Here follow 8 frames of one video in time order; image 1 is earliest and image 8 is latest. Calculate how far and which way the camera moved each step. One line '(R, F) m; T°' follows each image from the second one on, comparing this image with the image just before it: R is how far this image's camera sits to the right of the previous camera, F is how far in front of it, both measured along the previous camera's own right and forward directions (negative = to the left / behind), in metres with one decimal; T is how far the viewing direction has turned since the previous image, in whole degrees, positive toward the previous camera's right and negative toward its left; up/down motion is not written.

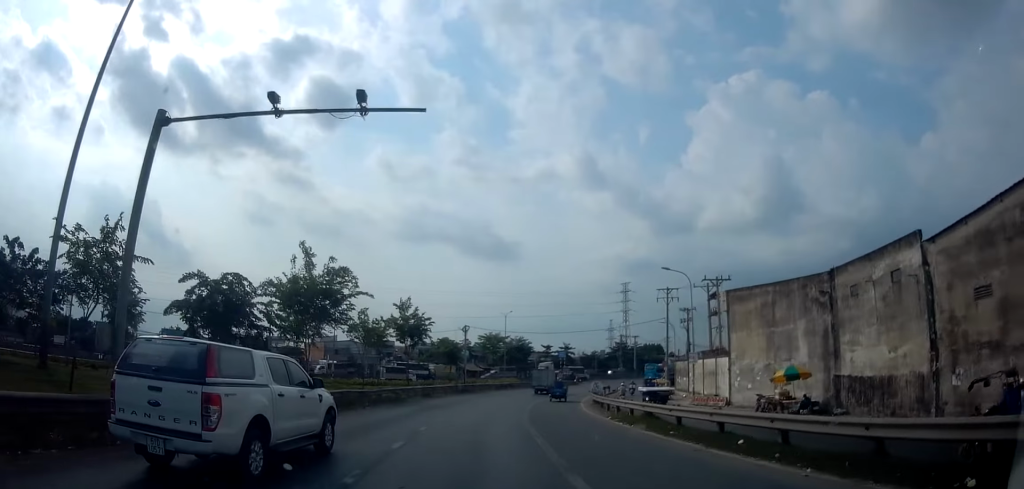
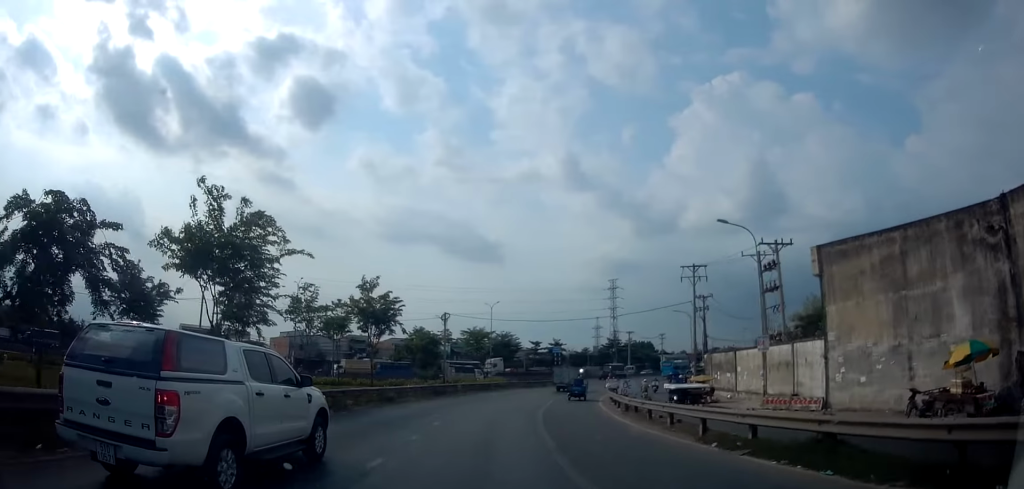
(+0.4, +10.7) m; +1°
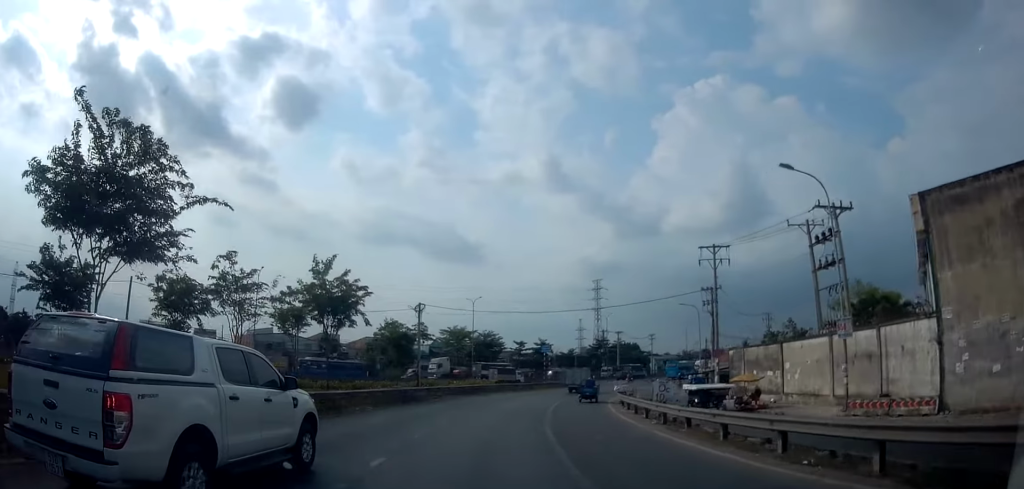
(0.0, +7.8) m; +2°
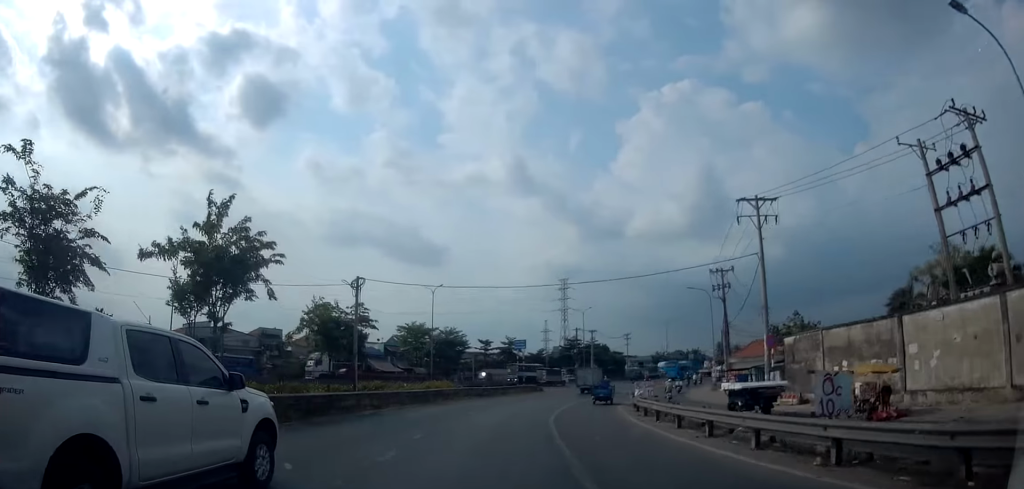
(+0.1, +11.0) m; +5°
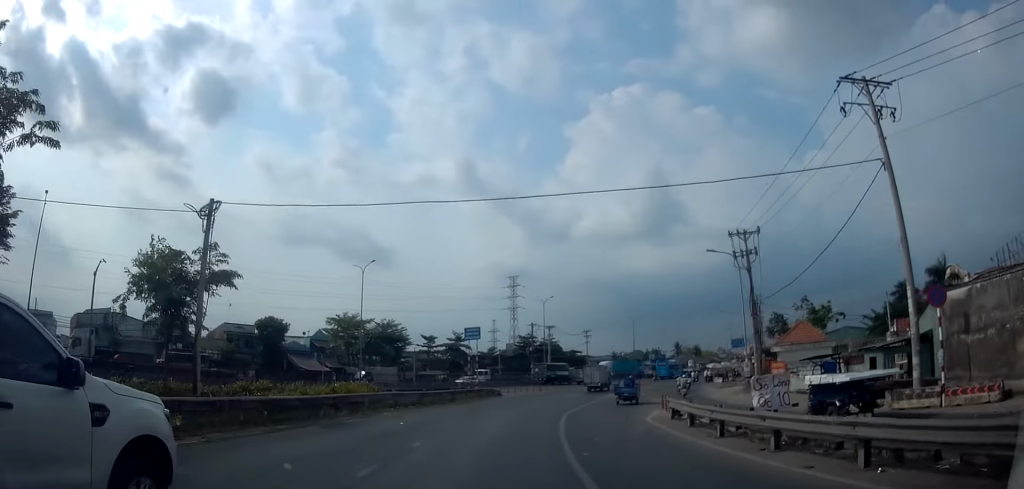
(+1.0, +13.8) m; +4°
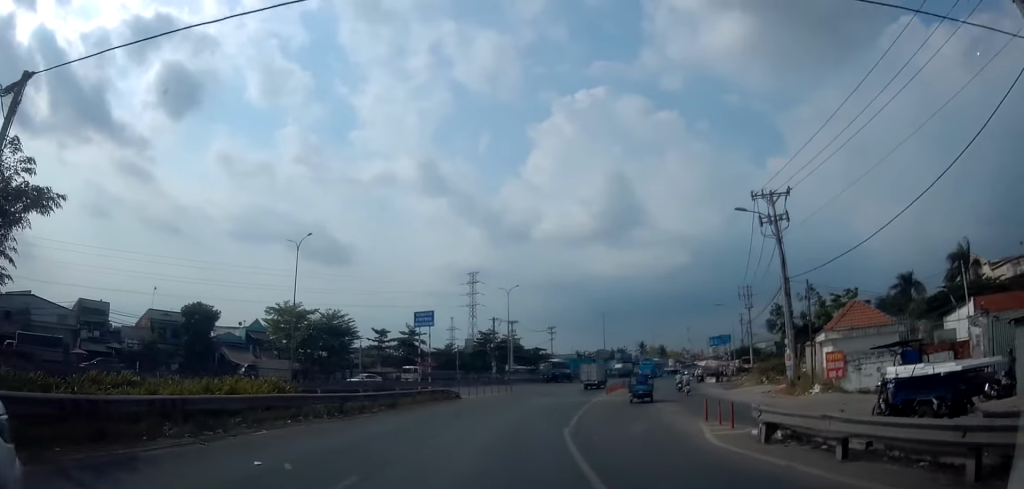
(-0.2, +9.0) m; +3°
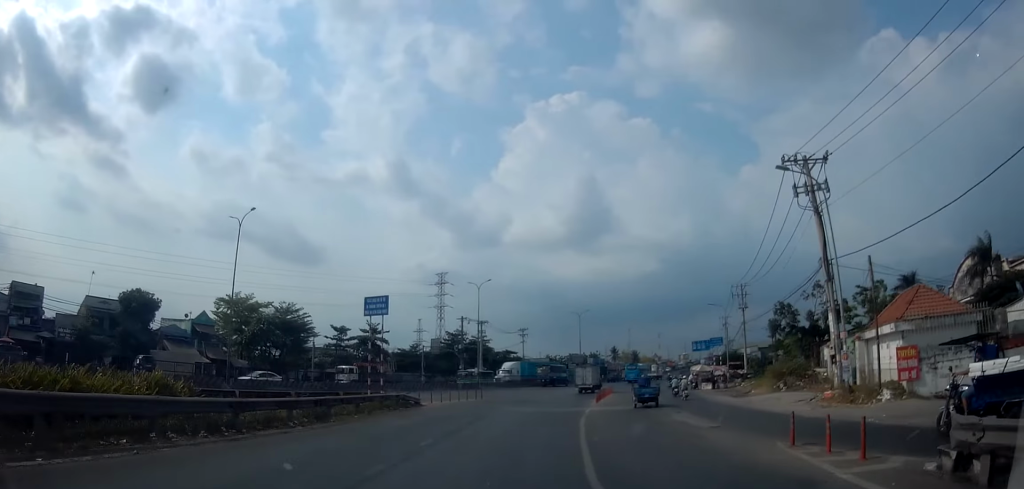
(+0.3, +6.6) m; +7°
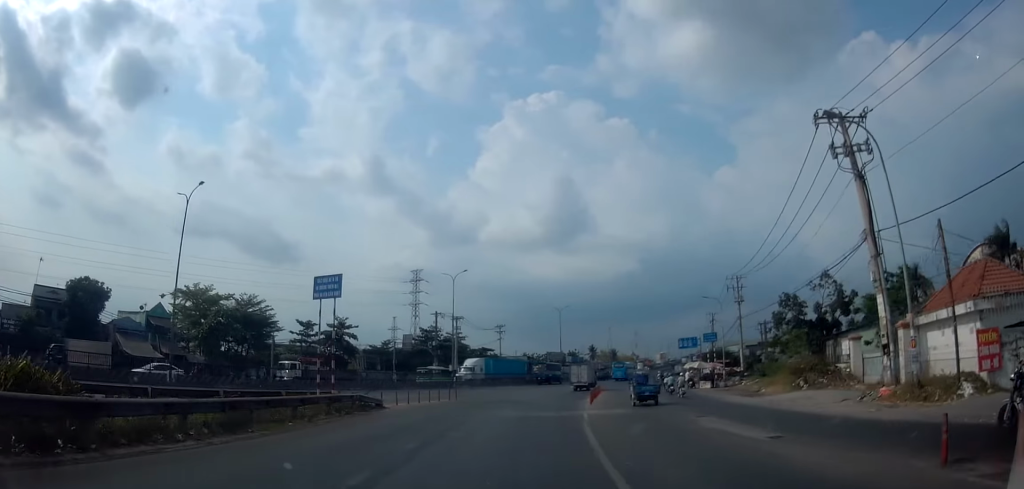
(-0.1, +4.9) m; +4°
